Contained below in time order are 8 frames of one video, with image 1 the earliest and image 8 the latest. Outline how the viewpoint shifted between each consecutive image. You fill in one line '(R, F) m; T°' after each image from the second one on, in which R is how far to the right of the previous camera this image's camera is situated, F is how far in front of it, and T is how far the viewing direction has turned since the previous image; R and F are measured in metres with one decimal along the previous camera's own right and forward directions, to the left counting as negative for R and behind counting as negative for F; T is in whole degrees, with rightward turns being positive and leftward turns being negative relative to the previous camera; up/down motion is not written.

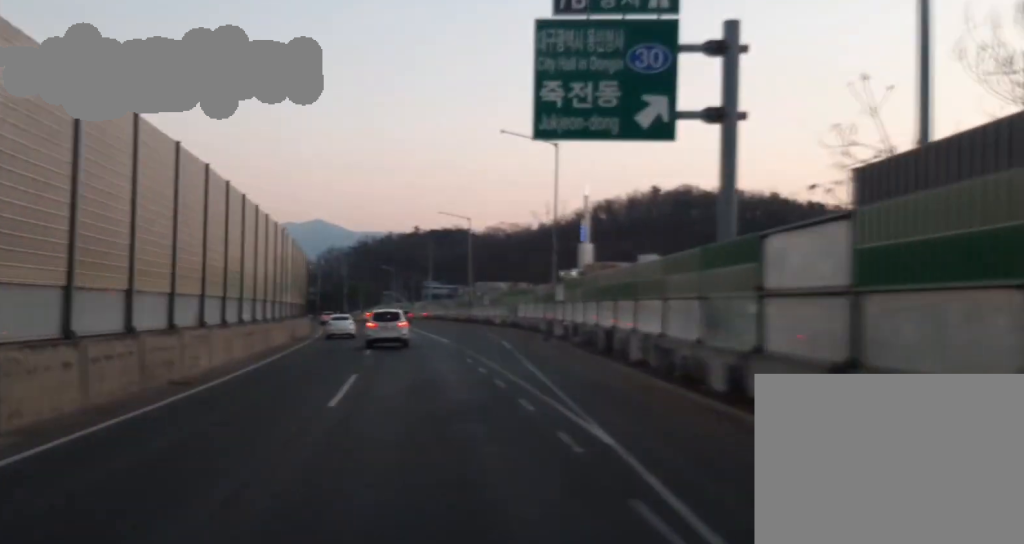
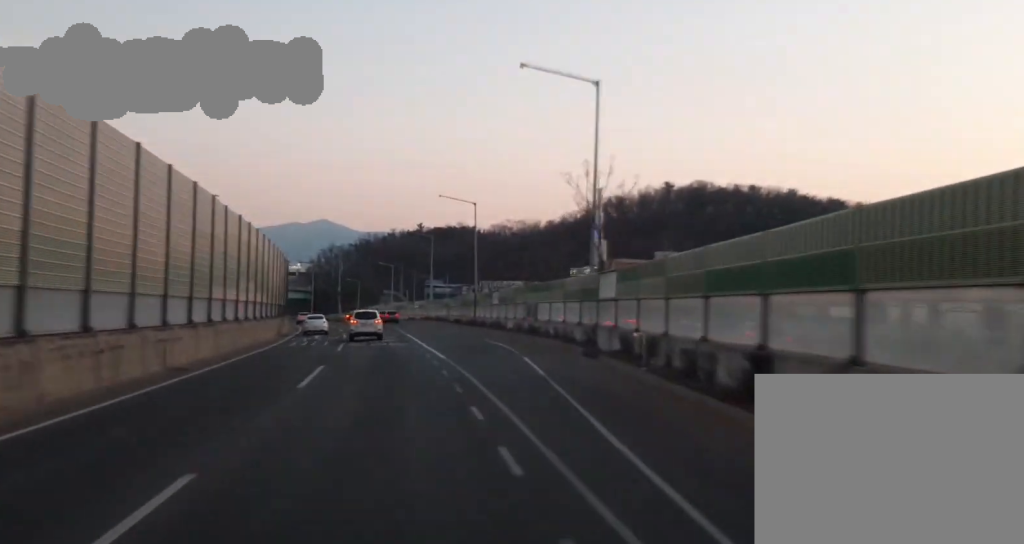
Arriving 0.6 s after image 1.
(-0.2, +15.7) m; -1°
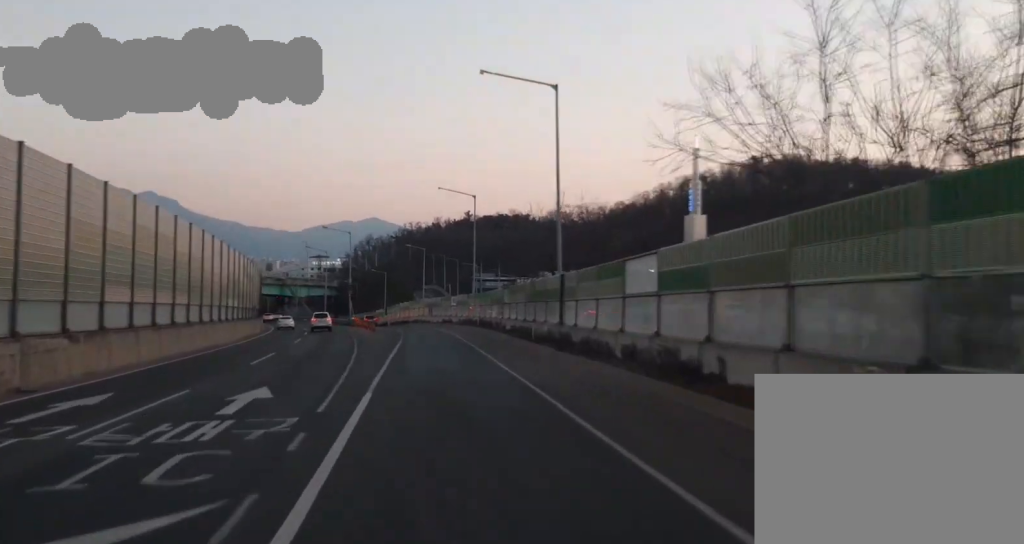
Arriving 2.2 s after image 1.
(-0.6, +45.4) m; -2°
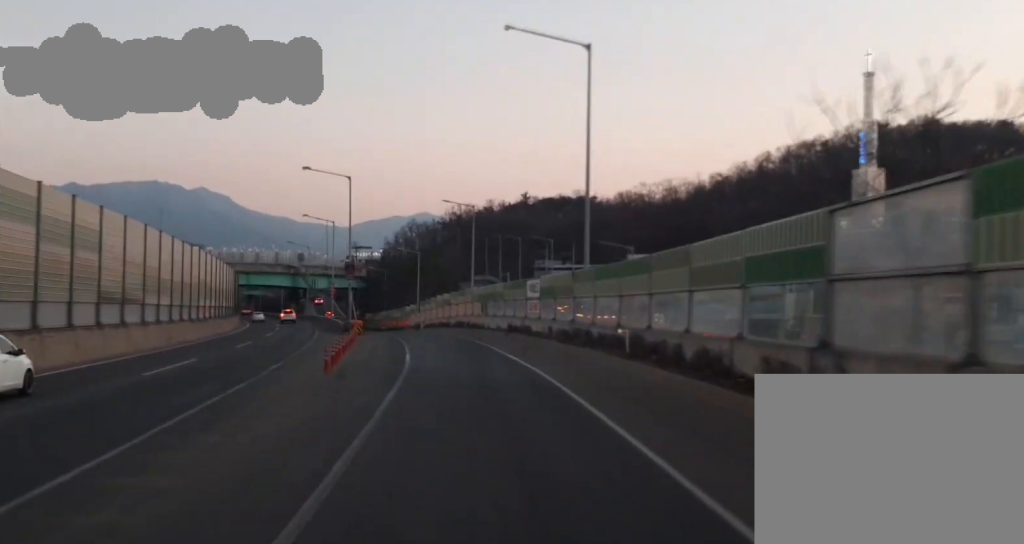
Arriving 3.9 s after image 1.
(-2.0, +47.0) m; -3°
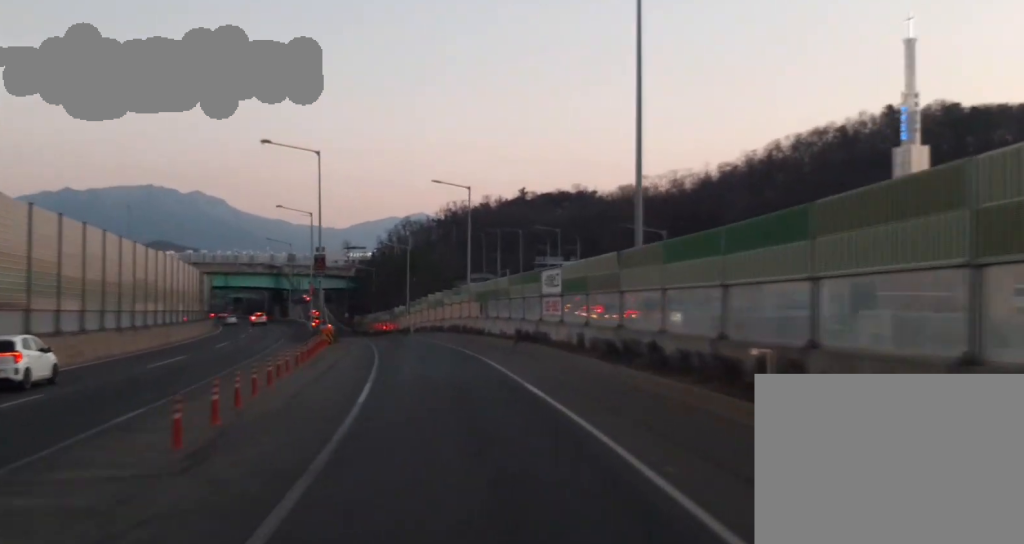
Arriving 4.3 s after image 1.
(-0.1, +12.3) m; 0°
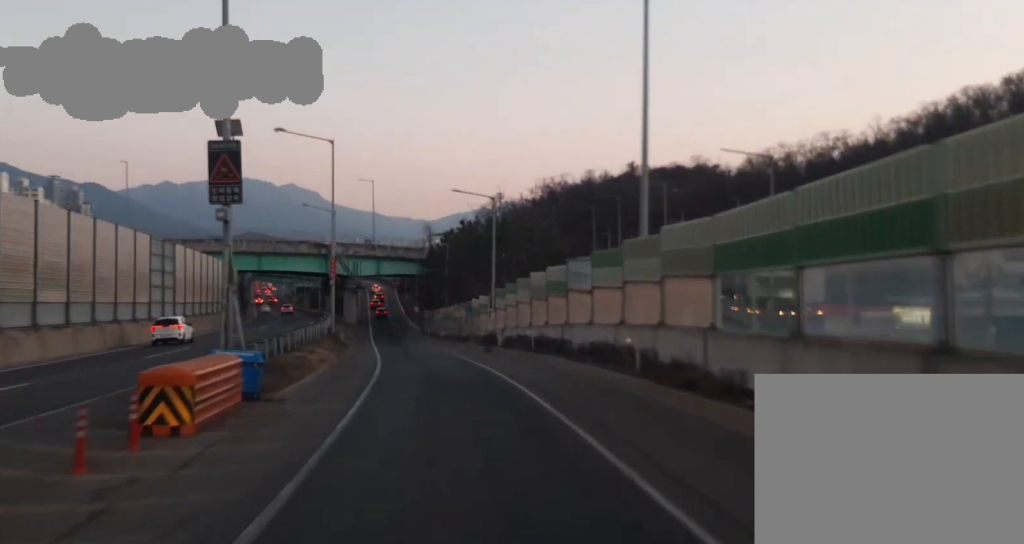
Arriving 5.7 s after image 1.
(-0.2, +40.0) m; -2°
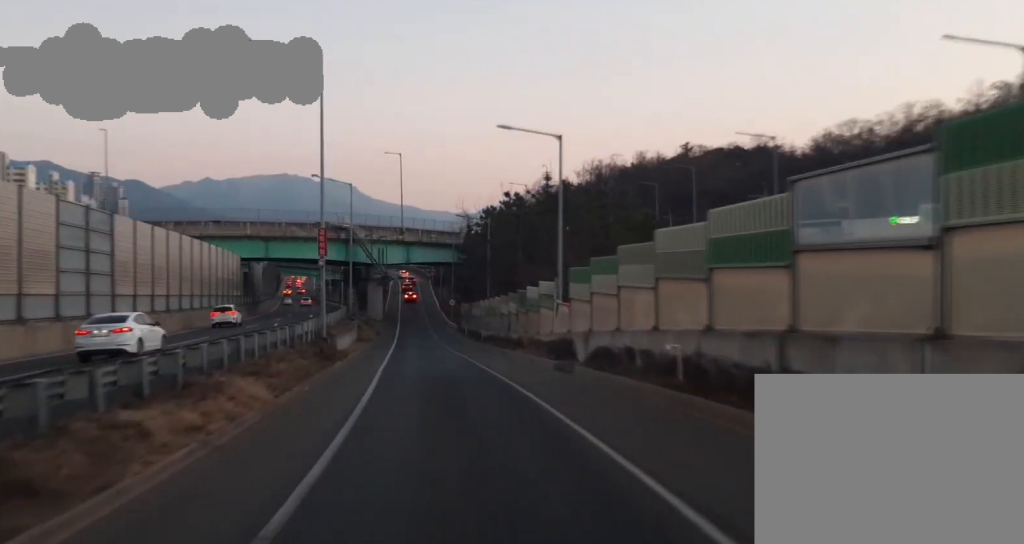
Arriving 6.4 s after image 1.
(-0.2, +19.8) m; -2°
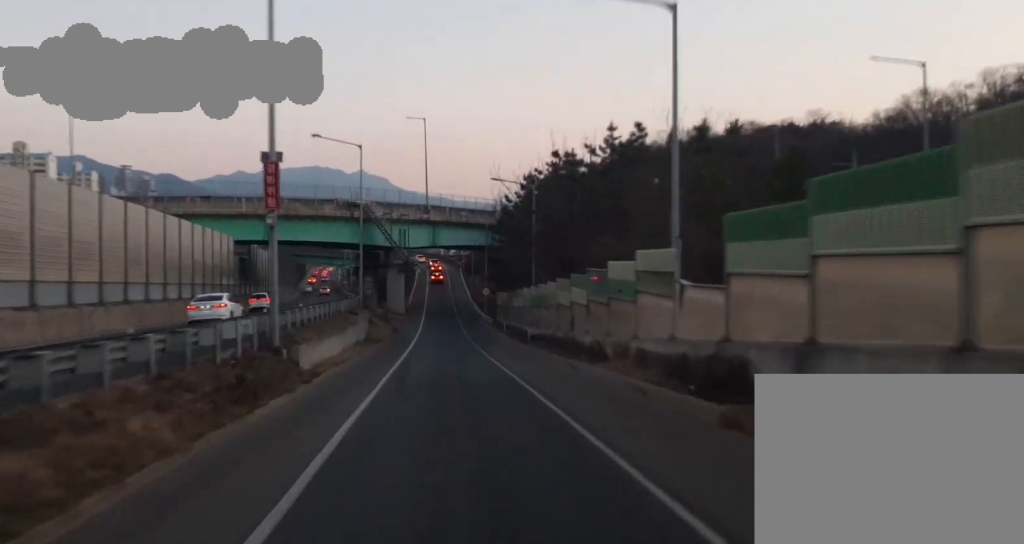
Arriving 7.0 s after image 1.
(-0.2, +16.8) m; -3°
